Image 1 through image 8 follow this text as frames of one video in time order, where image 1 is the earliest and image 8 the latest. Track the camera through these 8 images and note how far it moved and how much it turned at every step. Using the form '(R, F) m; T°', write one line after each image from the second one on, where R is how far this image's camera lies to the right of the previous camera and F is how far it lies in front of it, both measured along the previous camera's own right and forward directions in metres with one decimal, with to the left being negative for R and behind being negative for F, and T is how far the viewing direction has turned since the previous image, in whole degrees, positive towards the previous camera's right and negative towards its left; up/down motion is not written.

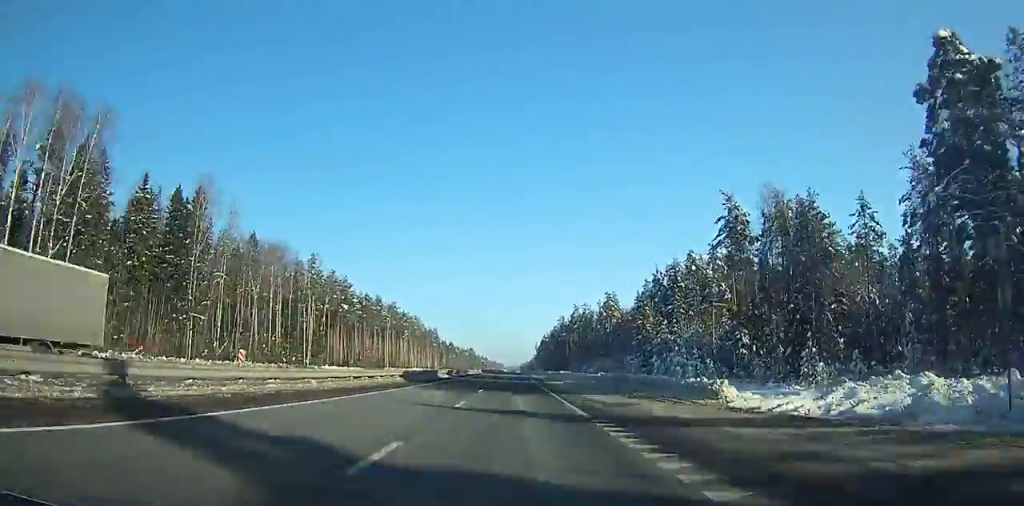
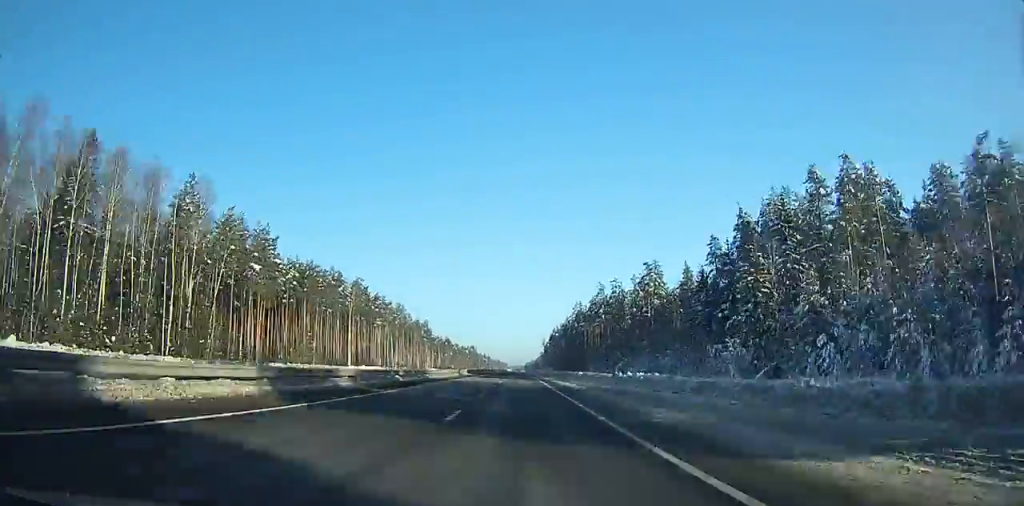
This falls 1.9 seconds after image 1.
(0.0, +55.1) m; 0°
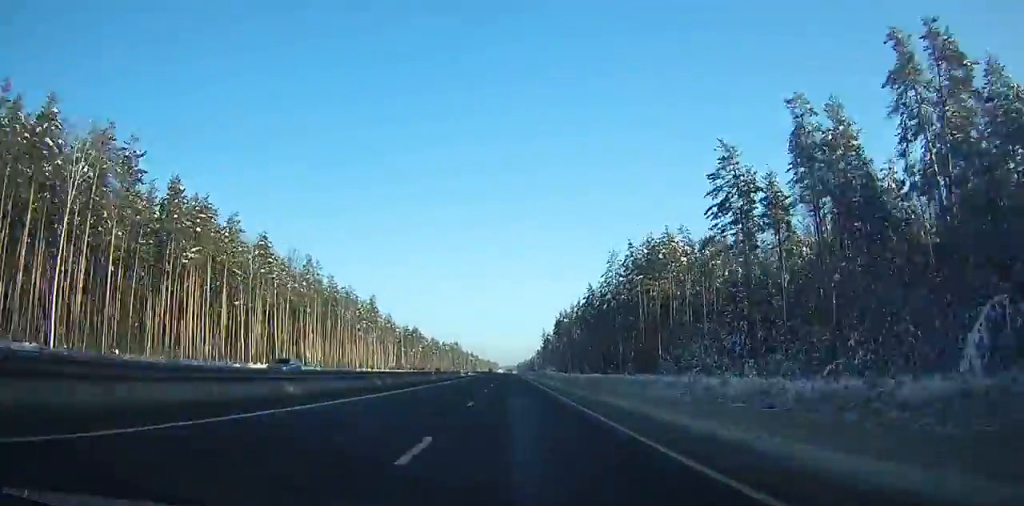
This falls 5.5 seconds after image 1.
(+0.4, +101.5) m; 0°
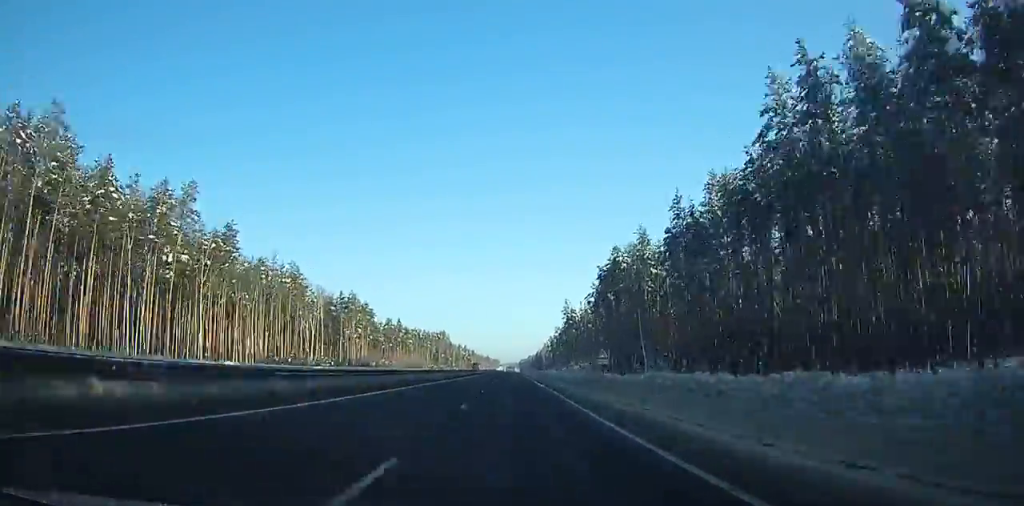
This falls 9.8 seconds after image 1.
(-0.2, +121.1) m; 0°
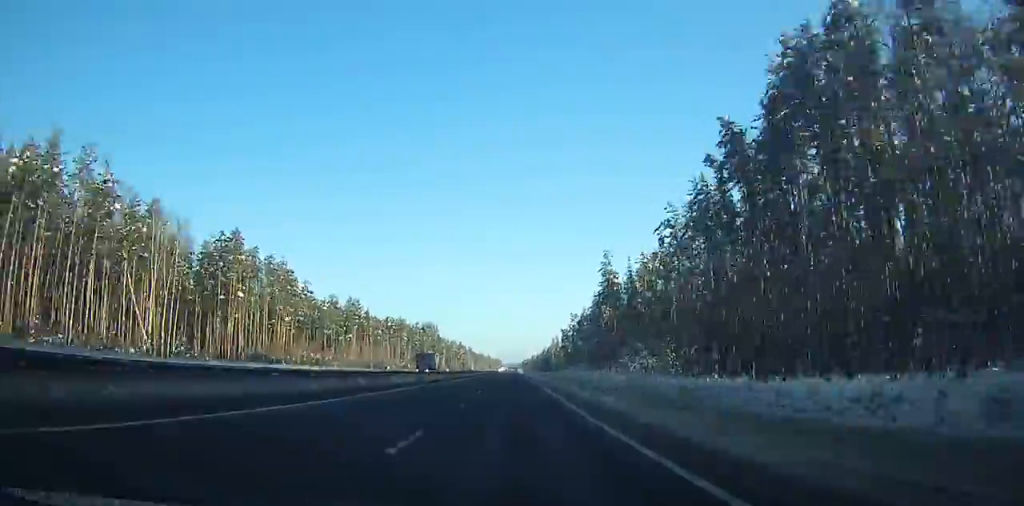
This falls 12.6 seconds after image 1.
(-0.1, +82.1) m; 0°
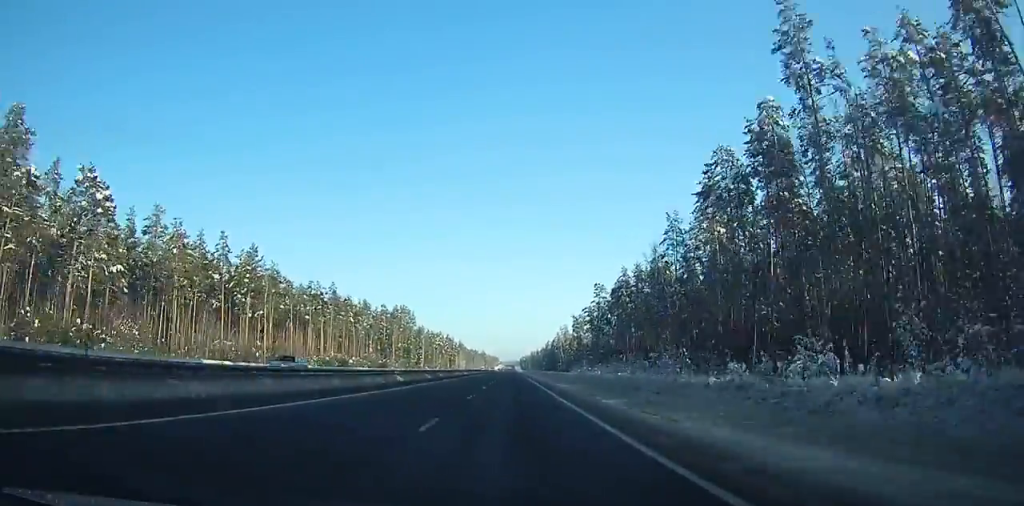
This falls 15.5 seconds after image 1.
(+0.3, +88.0) m; 0°
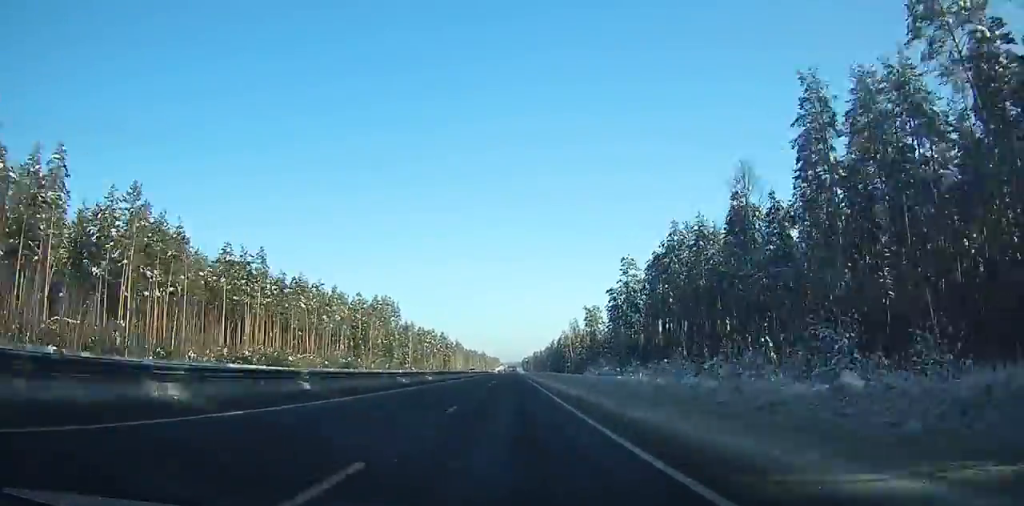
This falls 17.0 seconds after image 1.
(-0.3, +46.4) m; 0°
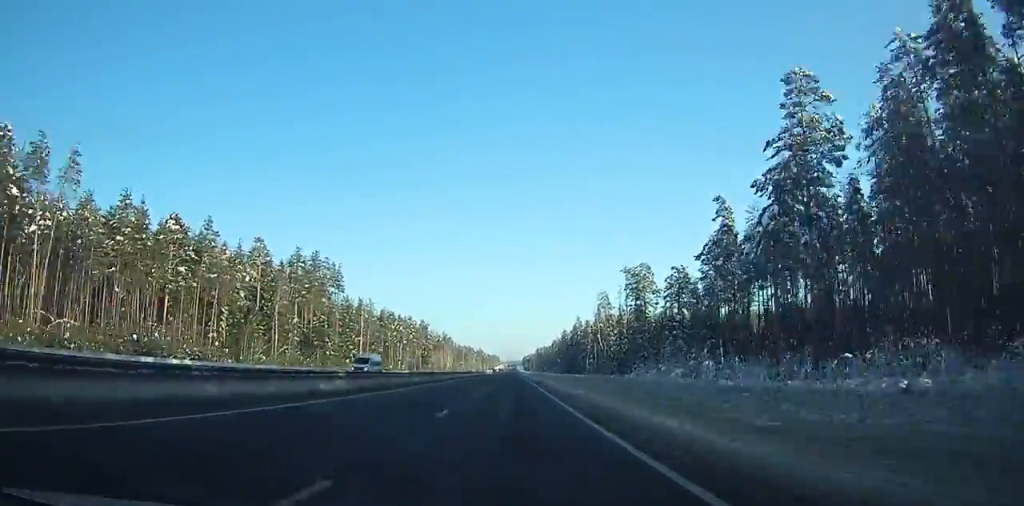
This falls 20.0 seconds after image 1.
(+0.1, +89.9) m; 0°
